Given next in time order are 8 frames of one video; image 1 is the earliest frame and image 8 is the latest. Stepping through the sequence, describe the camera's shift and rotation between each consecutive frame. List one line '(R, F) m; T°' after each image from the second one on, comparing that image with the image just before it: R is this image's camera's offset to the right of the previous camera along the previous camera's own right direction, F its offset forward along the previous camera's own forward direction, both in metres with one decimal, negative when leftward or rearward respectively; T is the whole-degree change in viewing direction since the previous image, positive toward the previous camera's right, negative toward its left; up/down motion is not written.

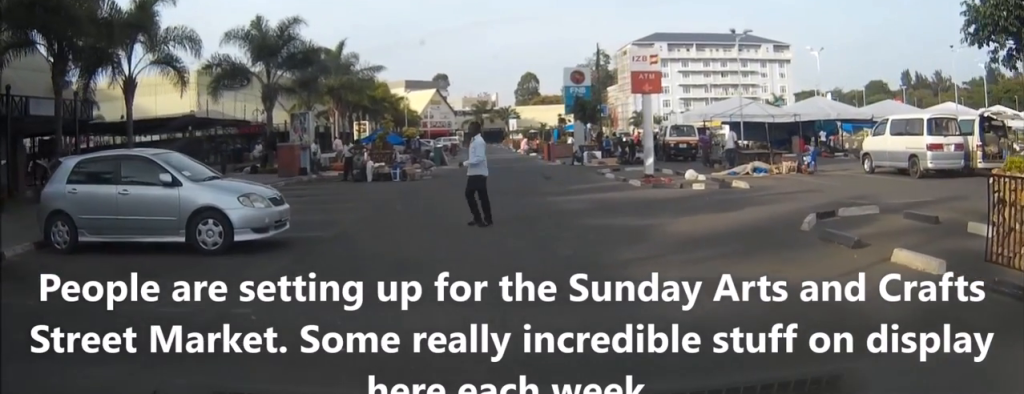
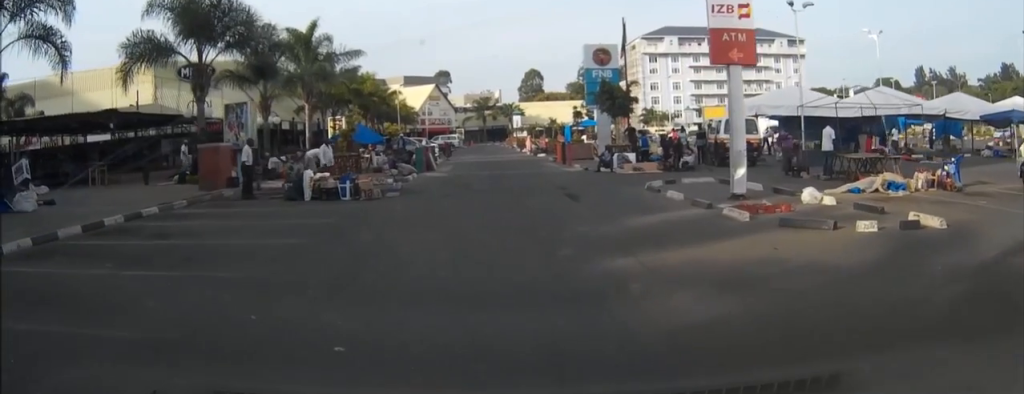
(-0.2, +9.0) m; -2°
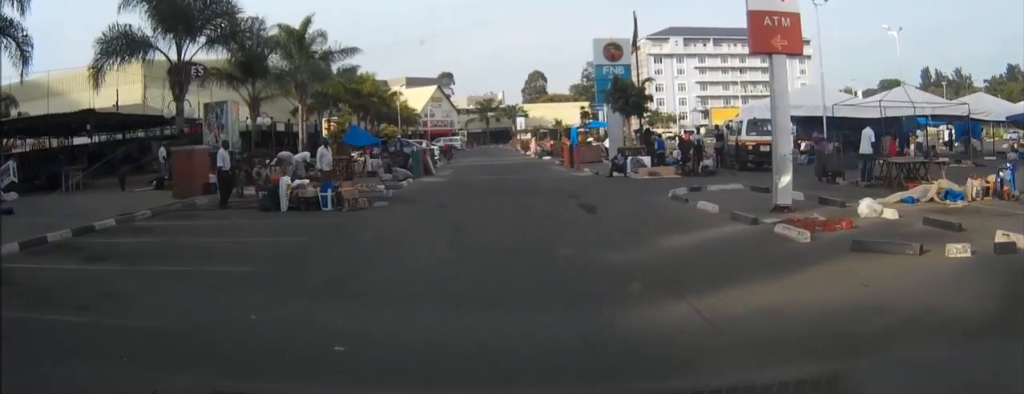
(0.0, +2.0) m; 0°
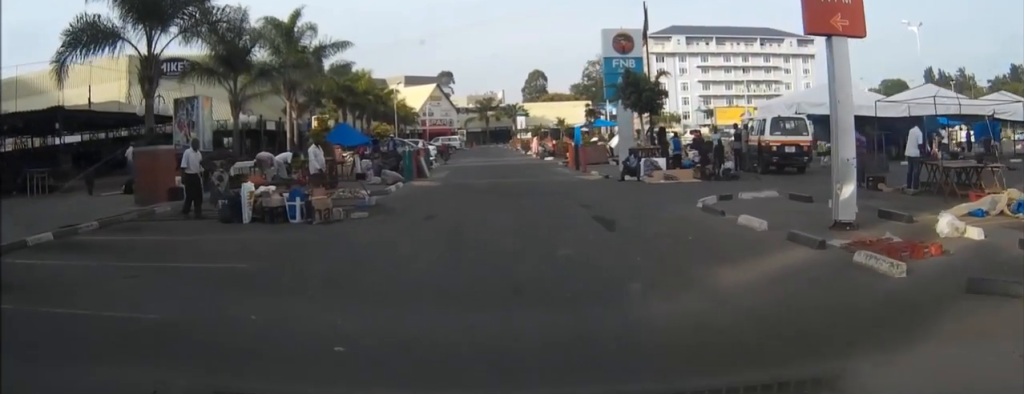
(0.0, +2.3) m; -1°
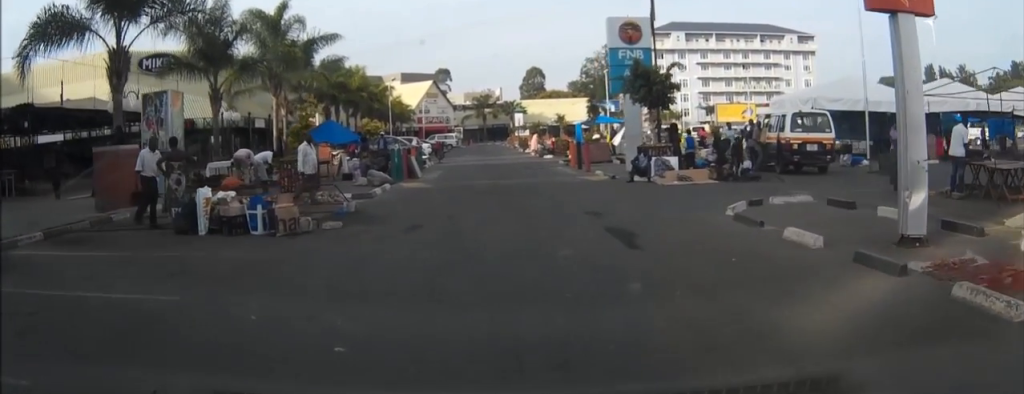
(0.0, +1.9) m; 0°
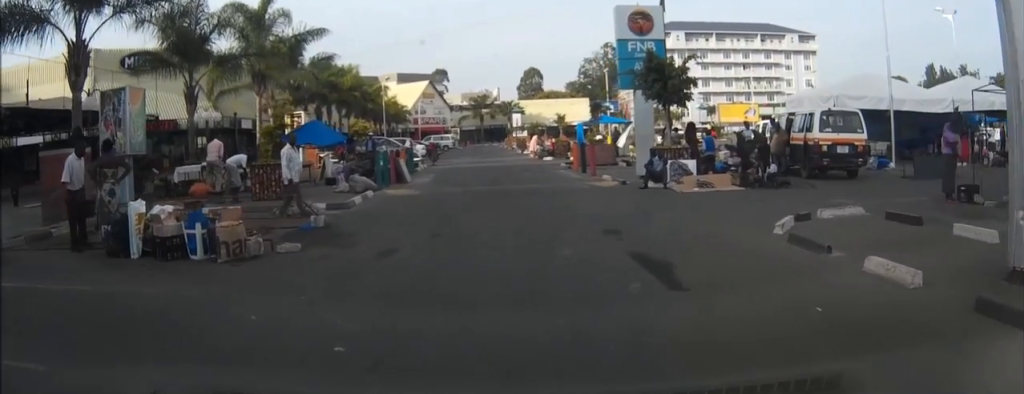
(-0.1, +2.3) m; 0°
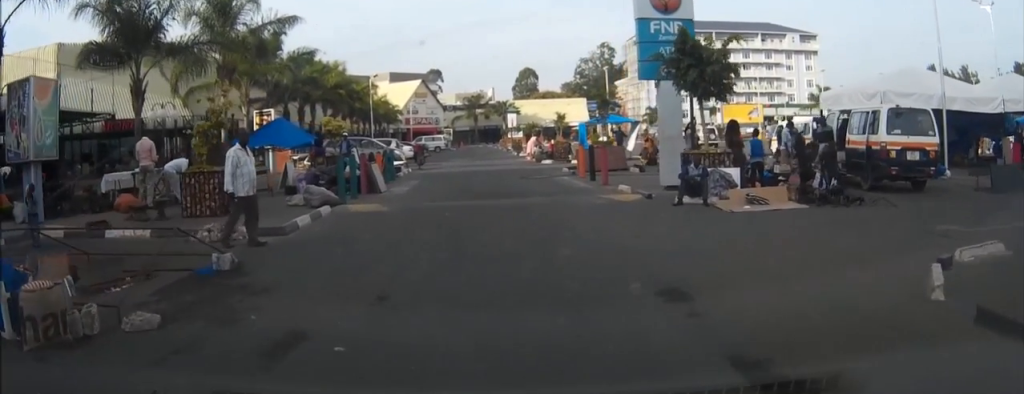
(0.0, +4.2) m; +1°
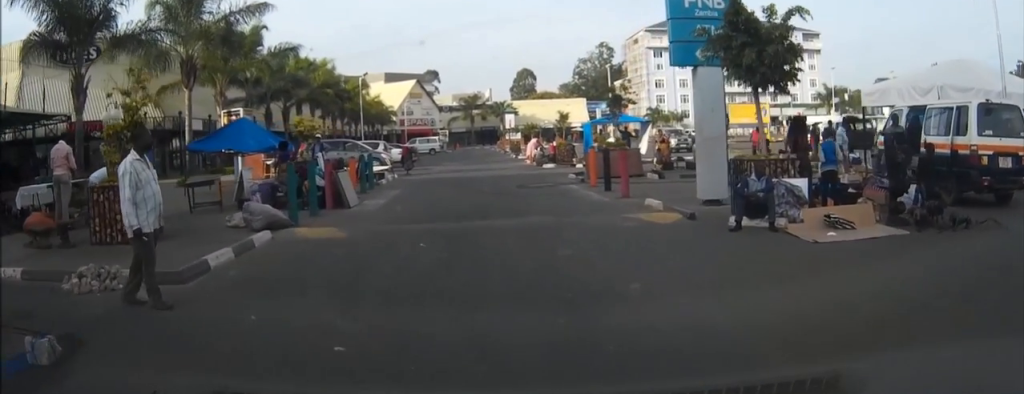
(+0.1, +3.8) m; +1°
